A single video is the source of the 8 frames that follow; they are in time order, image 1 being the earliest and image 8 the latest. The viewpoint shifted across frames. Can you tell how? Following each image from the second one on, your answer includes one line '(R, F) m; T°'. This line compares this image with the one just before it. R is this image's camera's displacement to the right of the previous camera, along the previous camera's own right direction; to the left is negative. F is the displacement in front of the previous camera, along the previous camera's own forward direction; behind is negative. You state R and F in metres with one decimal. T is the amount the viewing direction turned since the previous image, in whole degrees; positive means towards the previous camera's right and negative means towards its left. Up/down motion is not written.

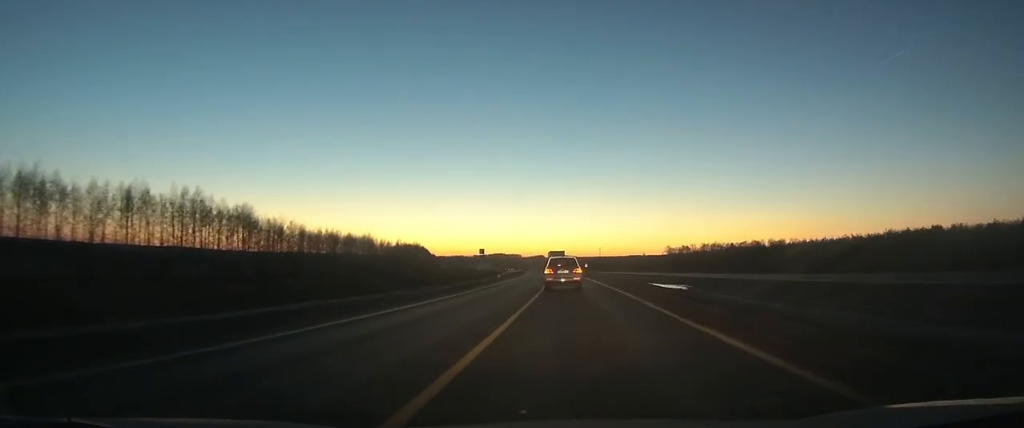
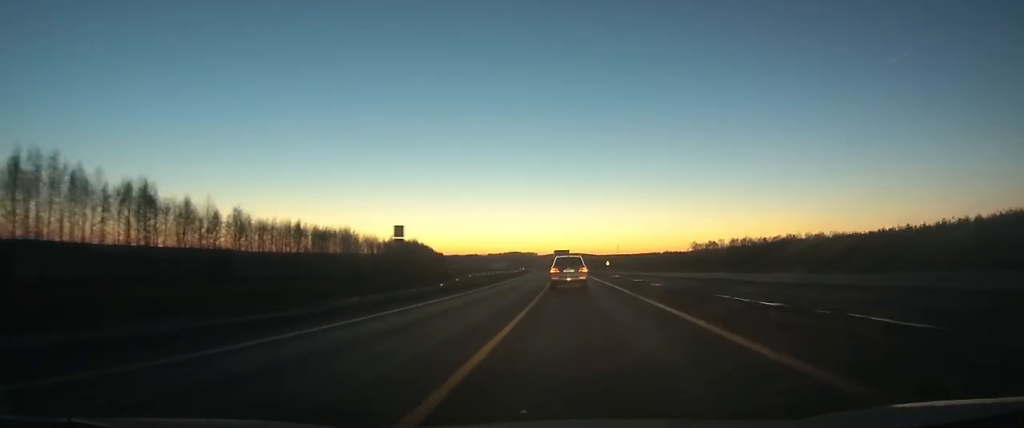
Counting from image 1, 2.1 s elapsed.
(-0.6, +44.4) m; -1°
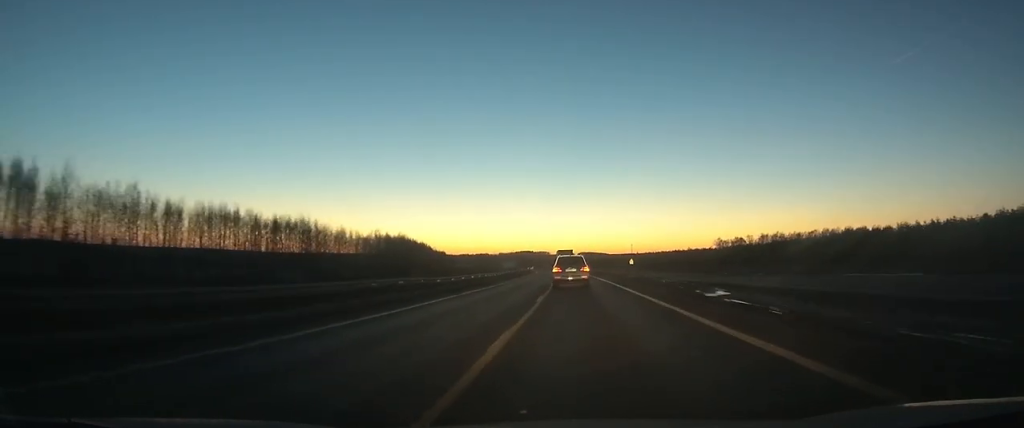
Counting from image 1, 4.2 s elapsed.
(-0.5, +45.1) m; -1°
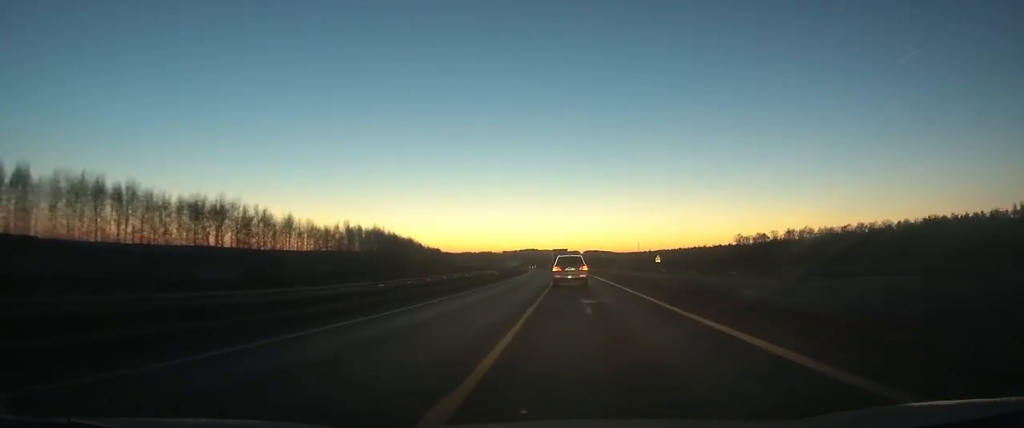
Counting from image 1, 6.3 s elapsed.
(-0.5, +42.6) m; -1°
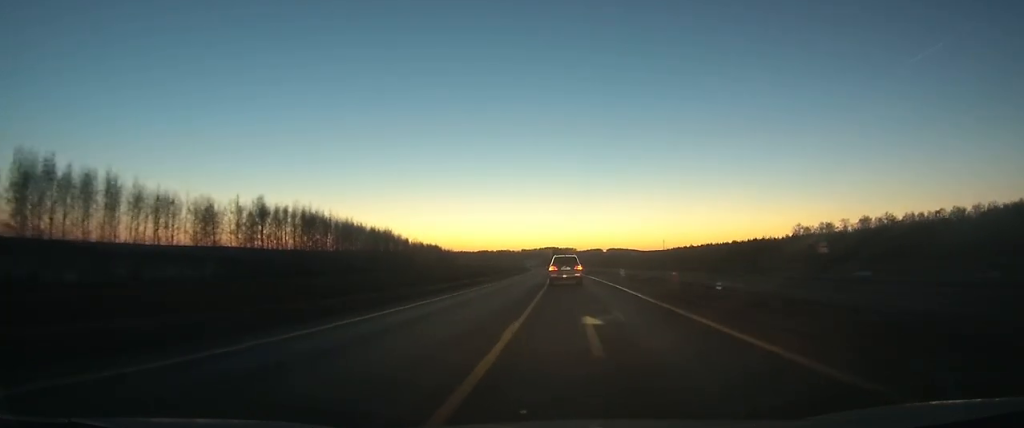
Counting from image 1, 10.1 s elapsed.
(-0.9, +74.2) m; -1°
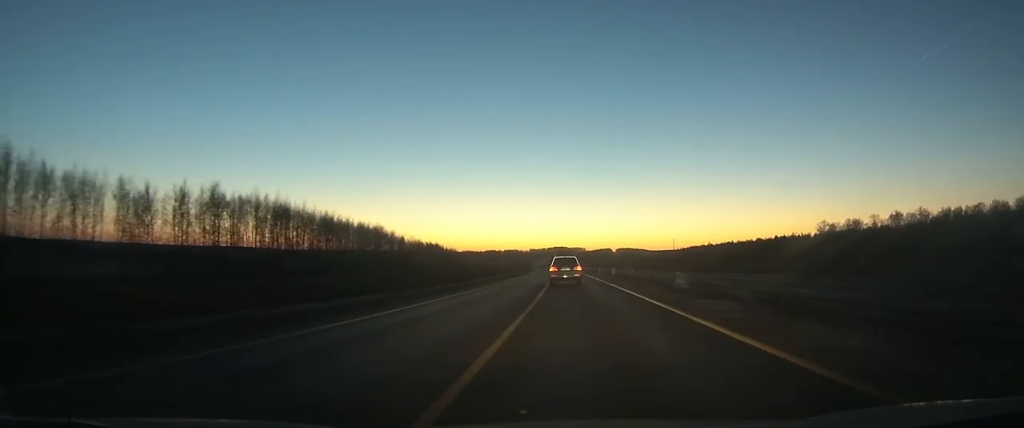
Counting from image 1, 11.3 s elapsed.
(-0.1, +22.2) m; 0°
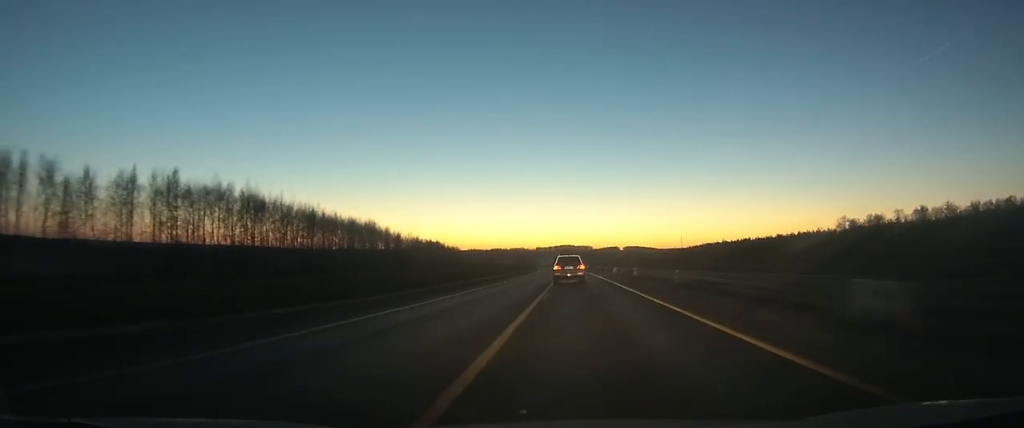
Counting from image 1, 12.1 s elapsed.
(-0.1, +15.3) m; 0°
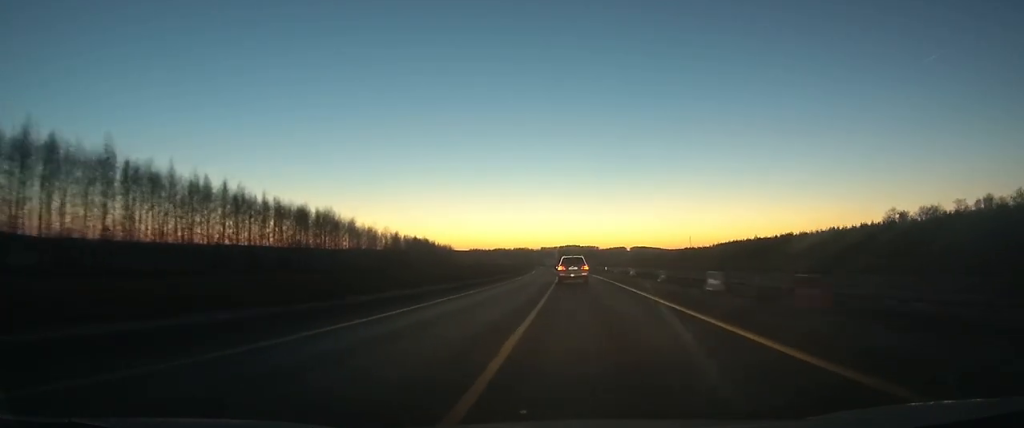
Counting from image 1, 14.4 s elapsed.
(-0.3, +39.7) m; -1°
